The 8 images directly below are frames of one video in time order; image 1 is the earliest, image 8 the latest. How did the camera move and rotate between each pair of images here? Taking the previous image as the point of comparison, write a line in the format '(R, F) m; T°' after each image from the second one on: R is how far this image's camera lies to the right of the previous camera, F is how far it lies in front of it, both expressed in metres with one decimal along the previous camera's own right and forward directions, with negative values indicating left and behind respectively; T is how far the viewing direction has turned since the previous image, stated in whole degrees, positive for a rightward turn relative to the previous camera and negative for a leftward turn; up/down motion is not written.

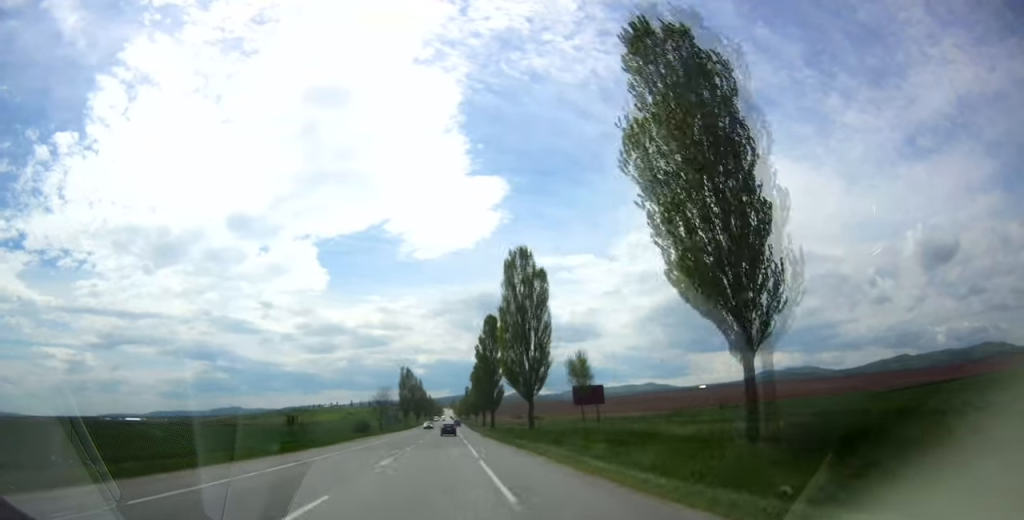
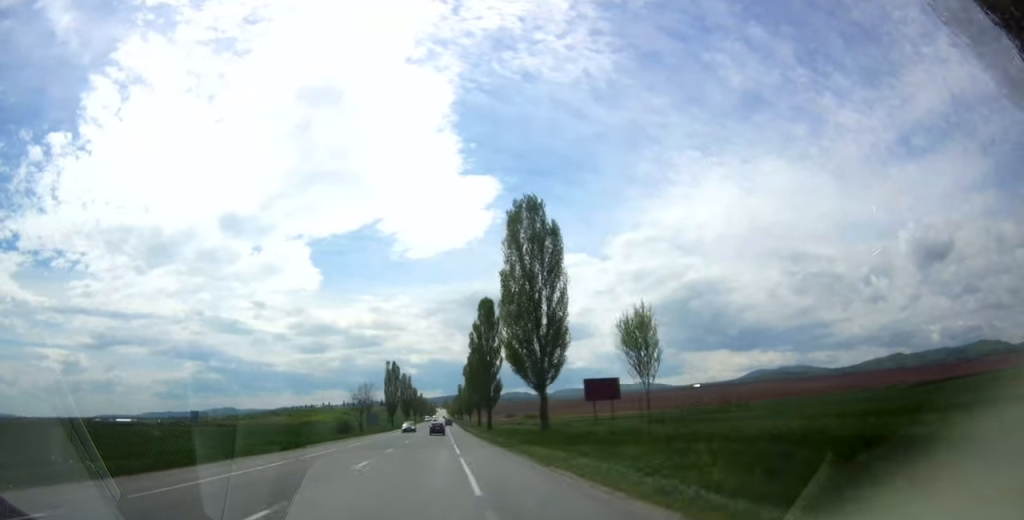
(0.0, +13.2) m; 0°
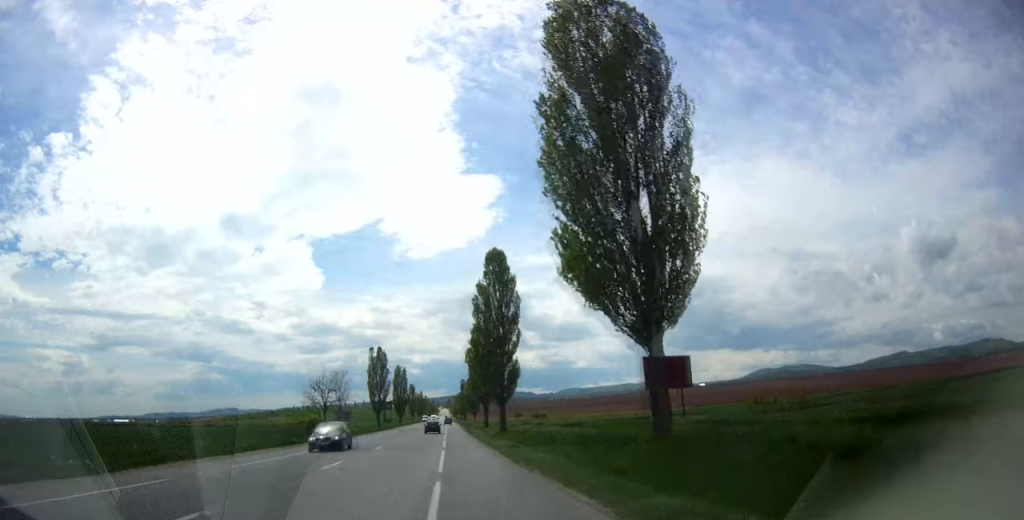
(-0.2, +24.7) m; +1°
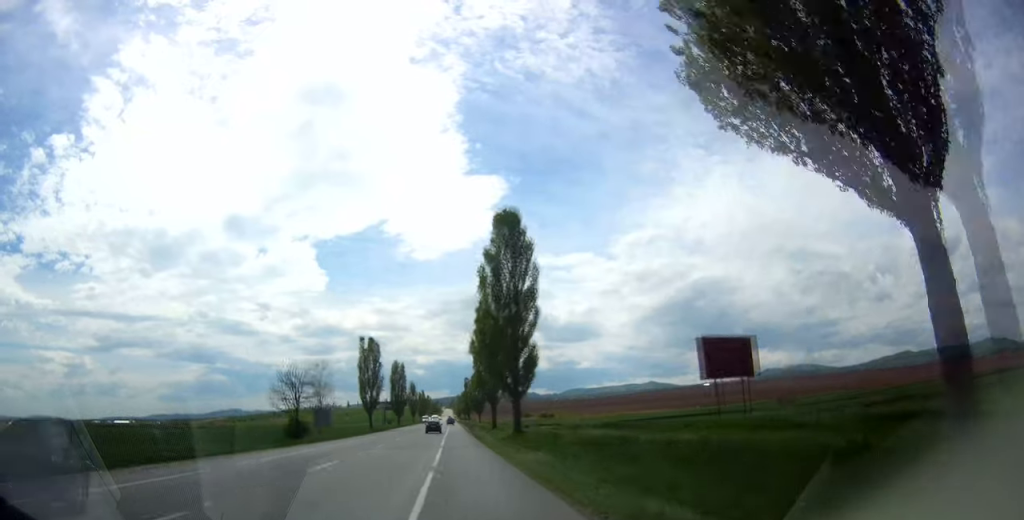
(+0.5, +12.5) m; 0°
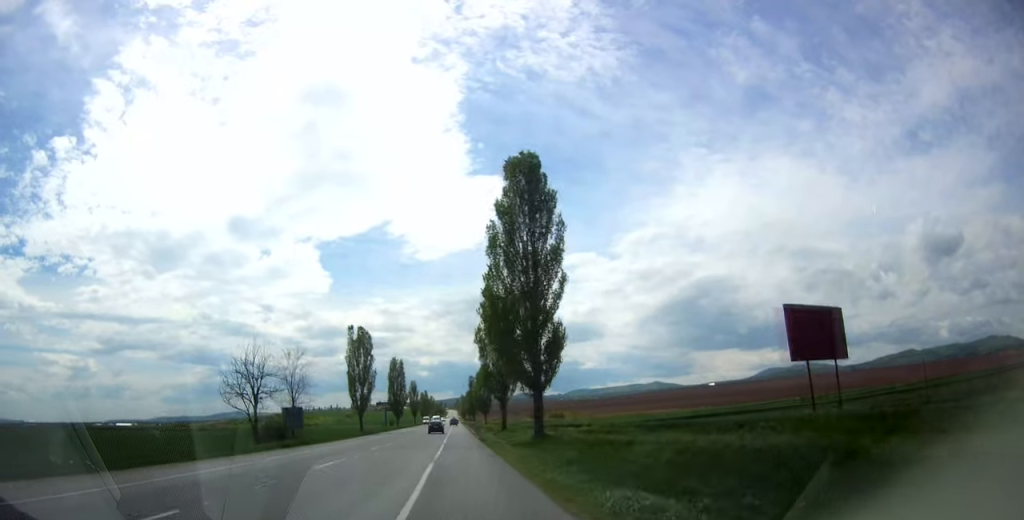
(+0.3, +11.4) m; 0°
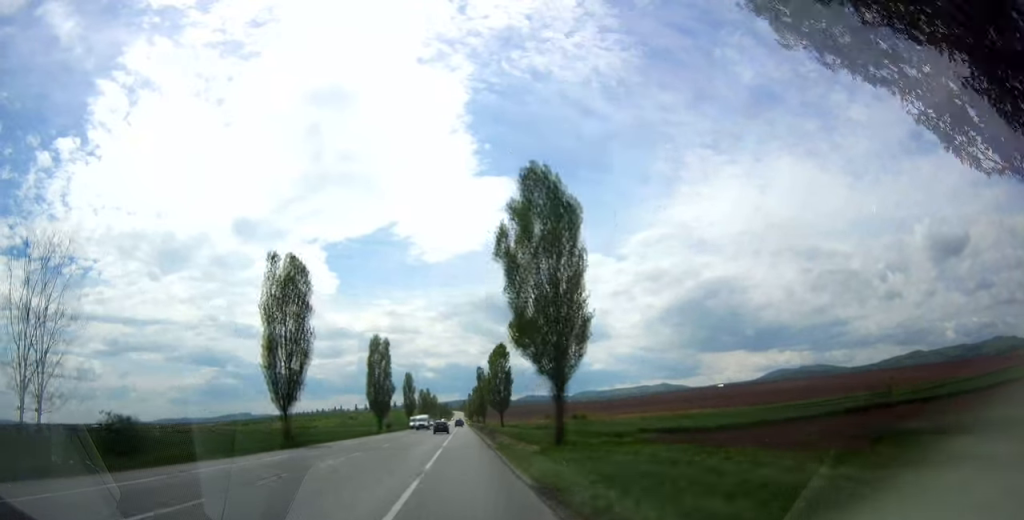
(-0.7, +35.7) m; -1°
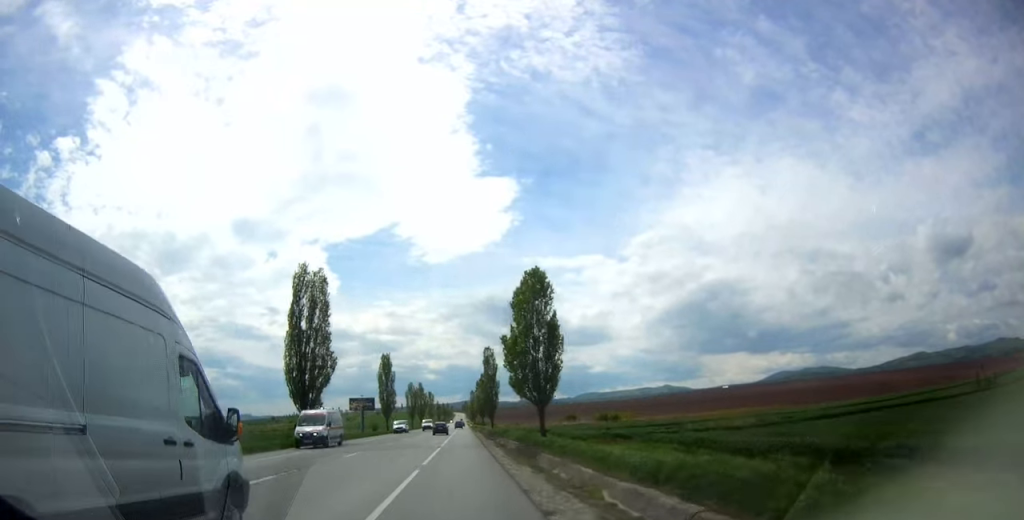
(-0.1, +43.1) m; -1°
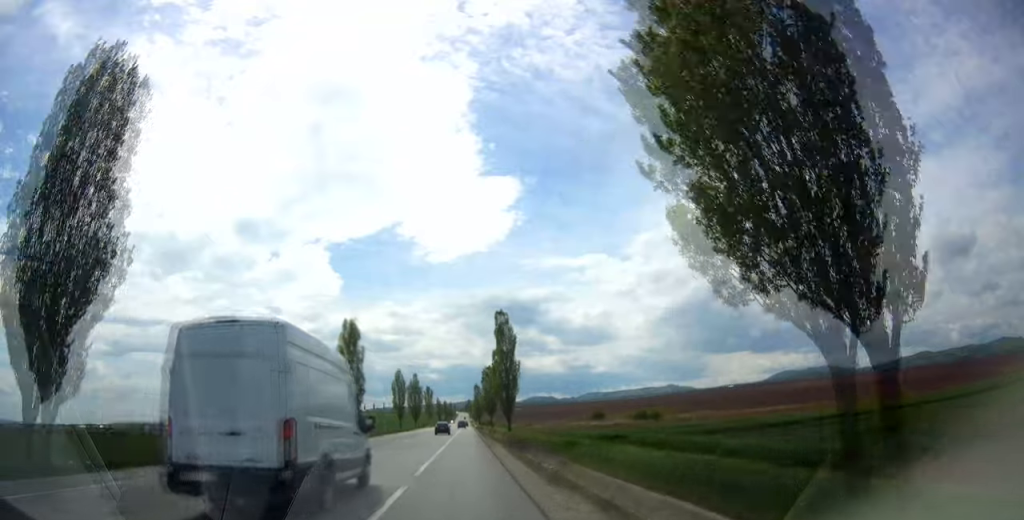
(0.0, +34.7) m; +1°
